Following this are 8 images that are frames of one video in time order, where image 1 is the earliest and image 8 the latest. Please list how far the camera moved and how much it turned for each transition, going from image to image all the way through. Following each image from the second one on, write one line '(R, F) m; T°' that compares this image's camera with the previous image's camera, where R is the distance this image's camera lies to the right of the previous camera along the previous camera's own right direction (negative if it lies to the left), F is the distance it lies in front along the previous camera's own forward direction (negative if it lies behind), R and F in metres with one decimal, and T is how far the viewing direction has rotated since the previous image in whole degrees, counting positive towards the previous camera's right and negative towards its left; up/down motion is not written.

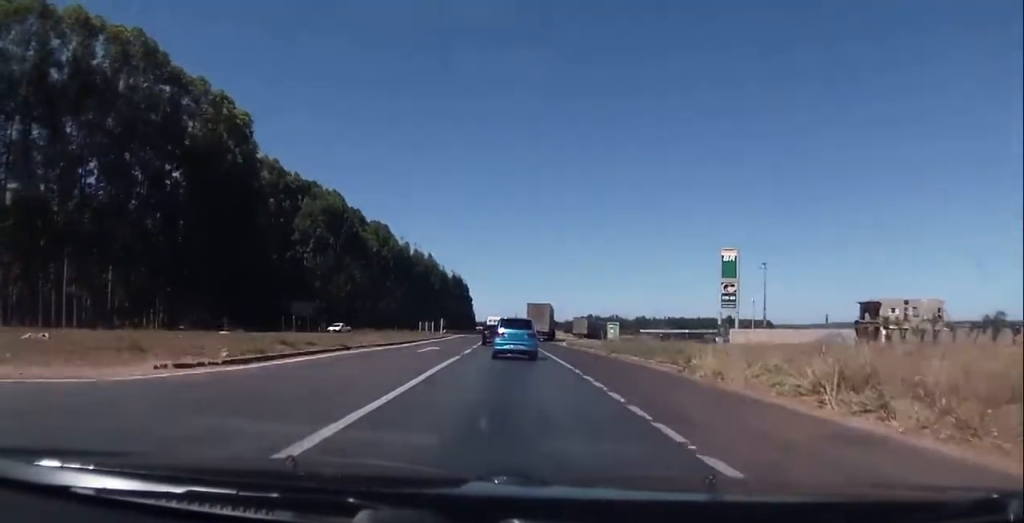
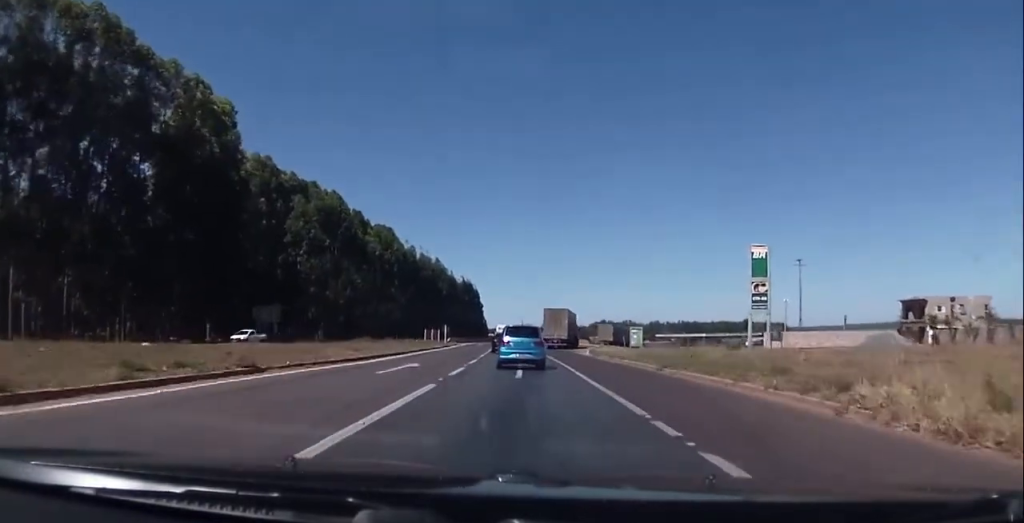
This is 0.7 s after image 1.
(-0.1, +8.7) m; -2°
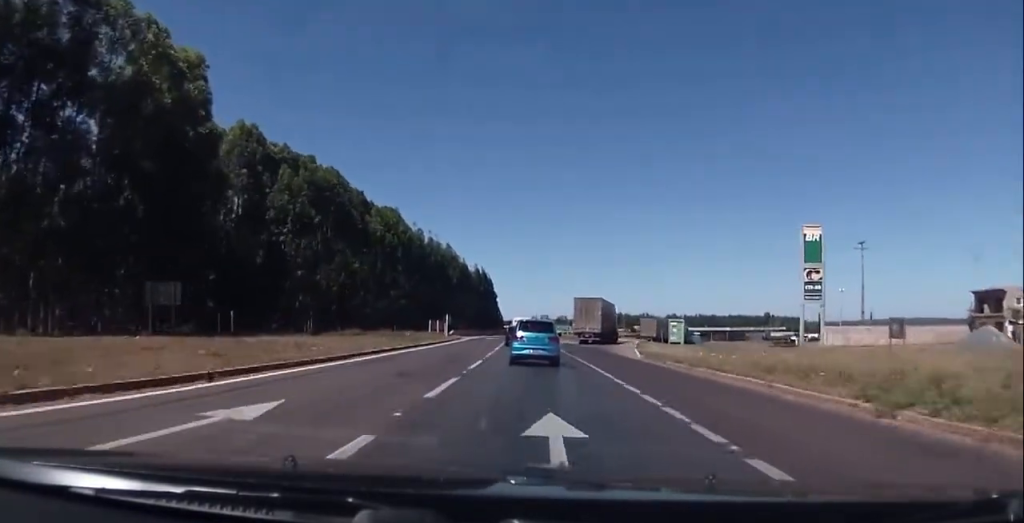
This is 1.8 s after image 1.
(-0.3, +13.3) m; -2°
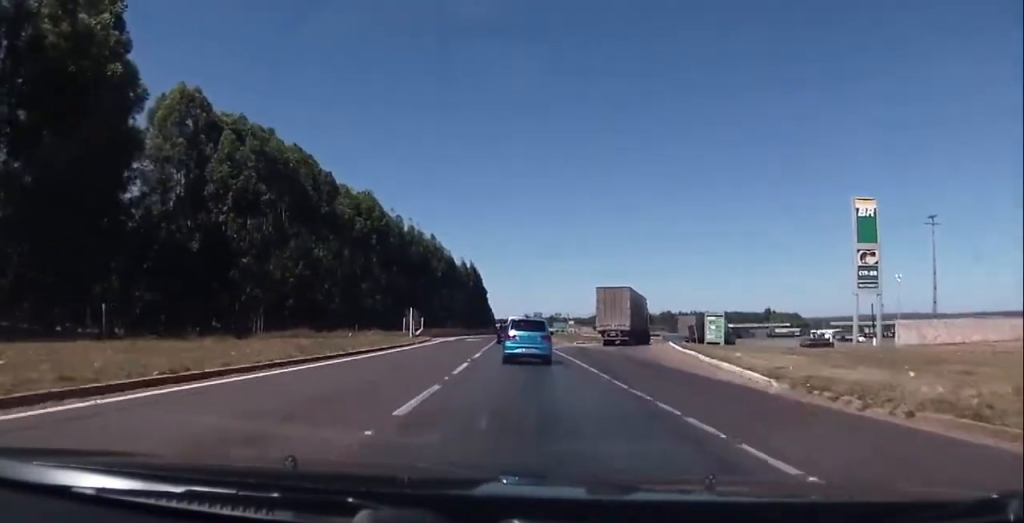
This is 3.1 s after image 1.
(-0.1, +17.6) m; -1°
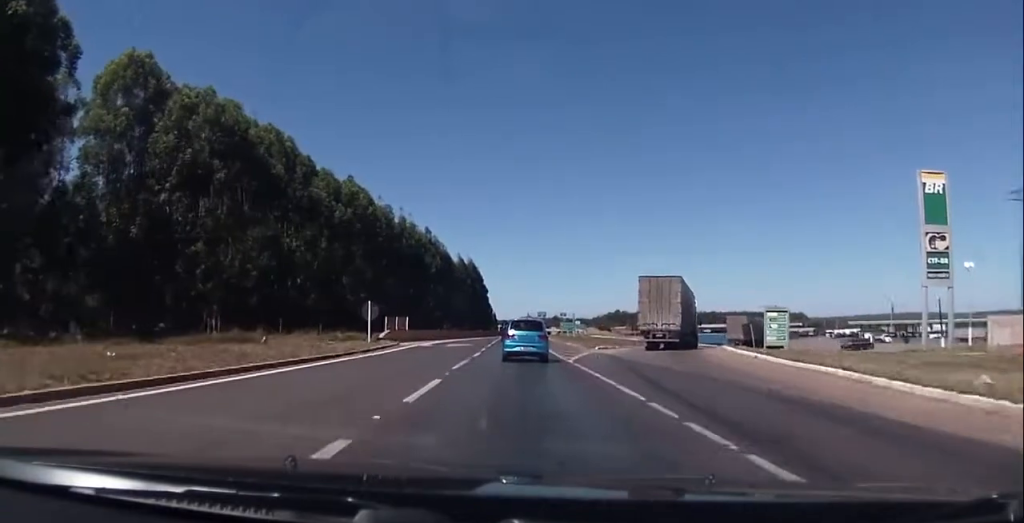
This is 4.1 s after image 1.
(-0.1, +14.9) m; -1°
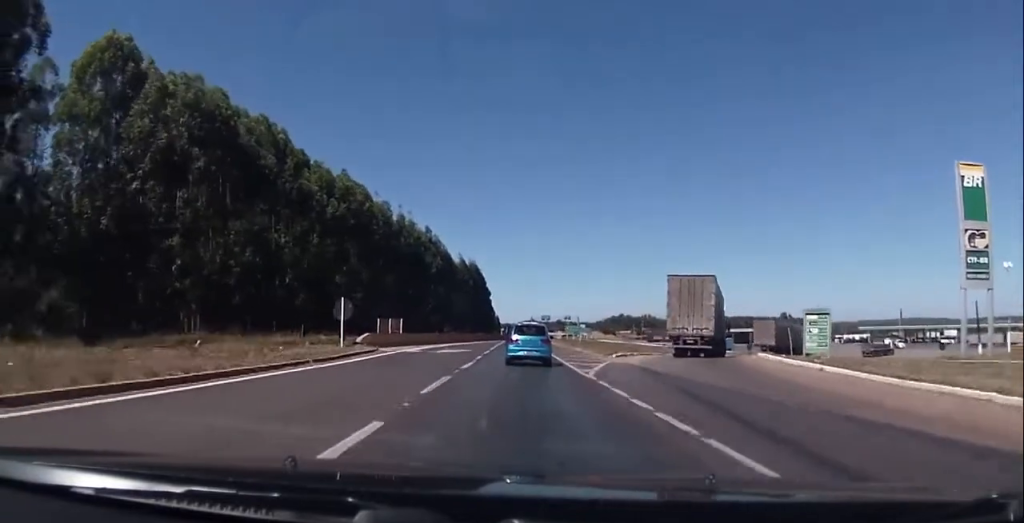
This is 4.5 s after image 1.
(-0.1, +6.4) m; 0°
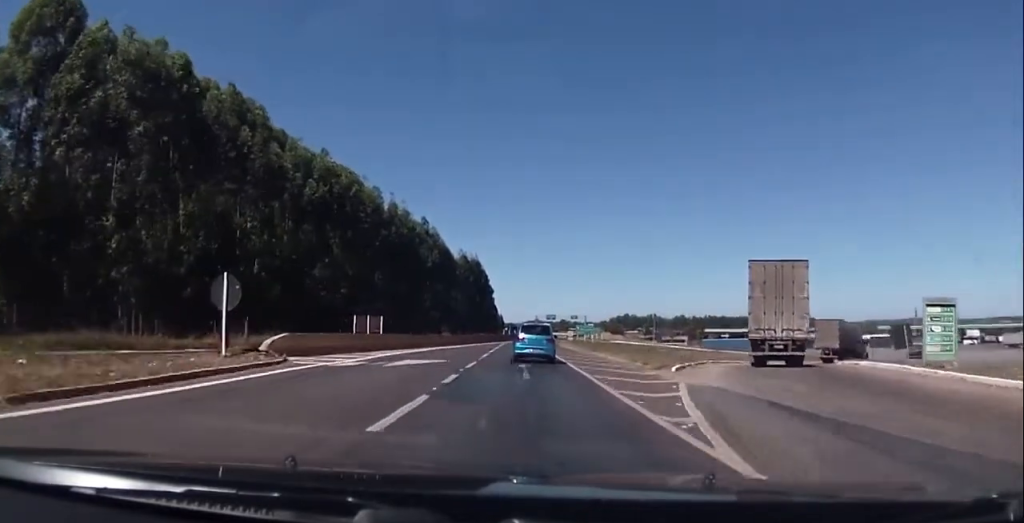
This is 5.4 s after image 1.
(0.0, +13.1) m; +1°
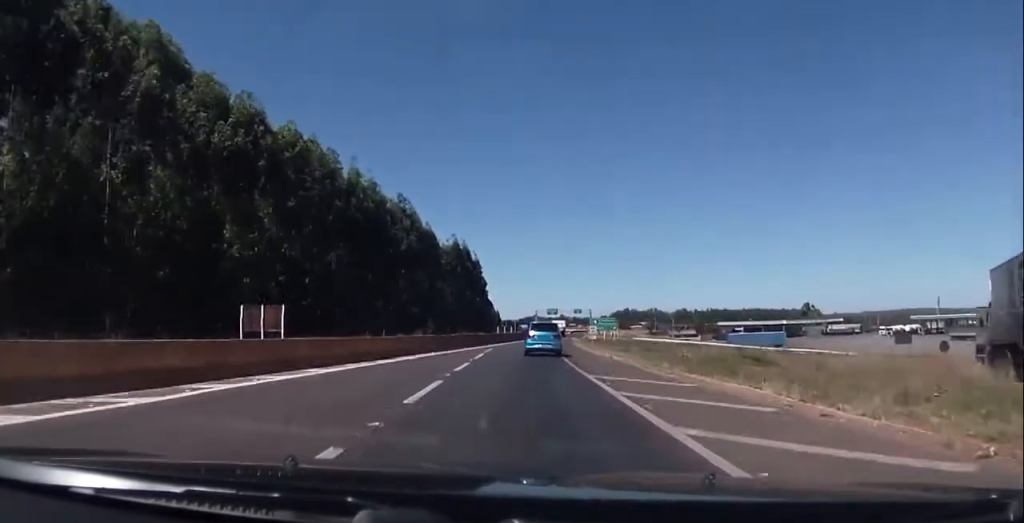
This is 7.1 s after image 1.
(+0.3, +27.3) m; 0°
